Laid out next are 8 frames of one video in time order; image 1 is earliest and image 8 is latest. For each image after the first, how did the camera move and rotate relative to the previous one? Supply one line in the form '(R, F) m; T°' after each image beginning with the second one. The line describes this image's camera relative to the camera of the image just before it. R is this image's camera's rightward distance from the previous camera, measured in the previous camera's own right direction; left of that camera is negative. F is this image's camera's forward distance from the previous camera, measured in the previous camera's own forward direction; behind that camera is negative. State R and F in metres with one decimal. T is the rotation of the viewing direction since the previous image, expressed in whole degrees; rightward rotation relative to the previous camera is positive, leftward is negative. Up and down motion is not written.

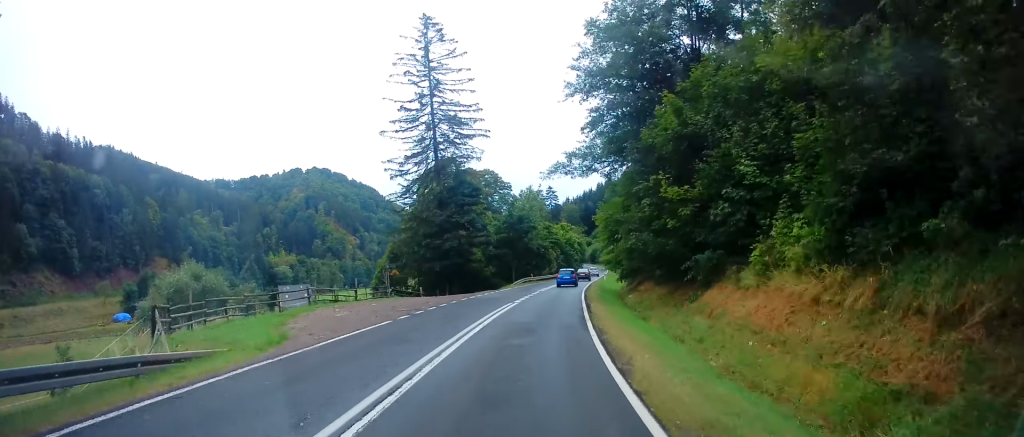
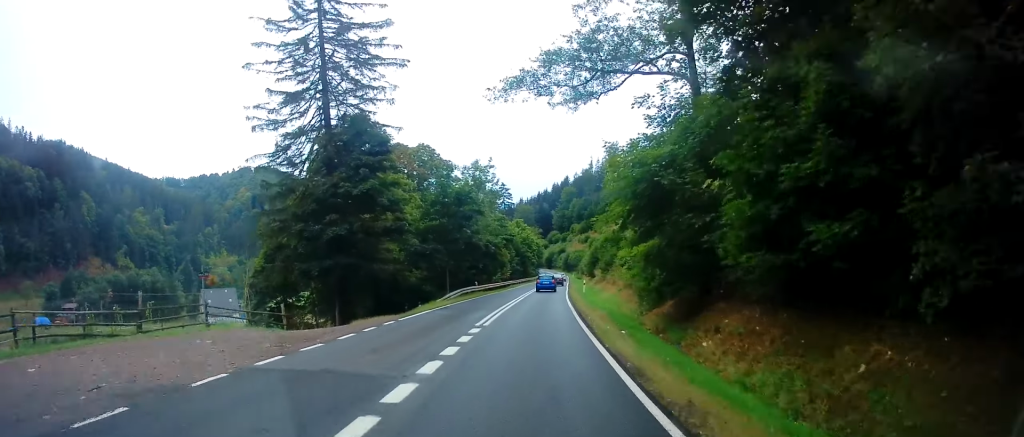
(+0.6, +21.0) m; +4°
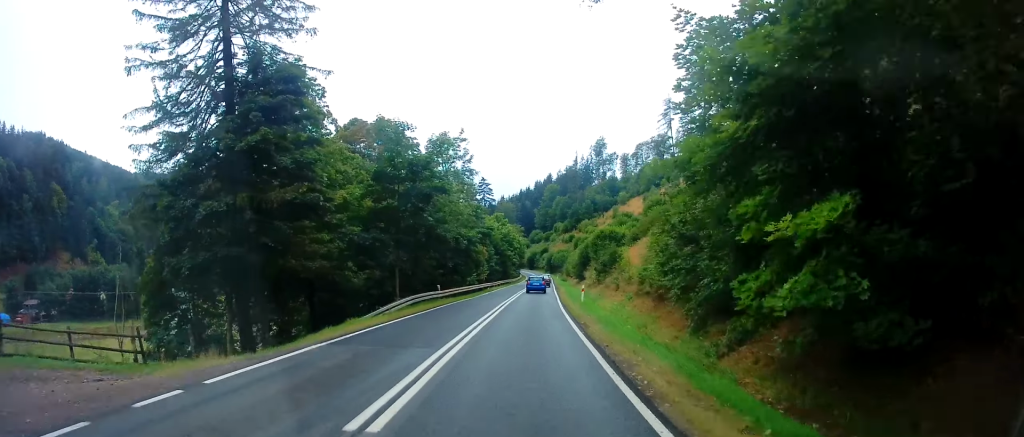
(+0.3, +11.0) m; +3°
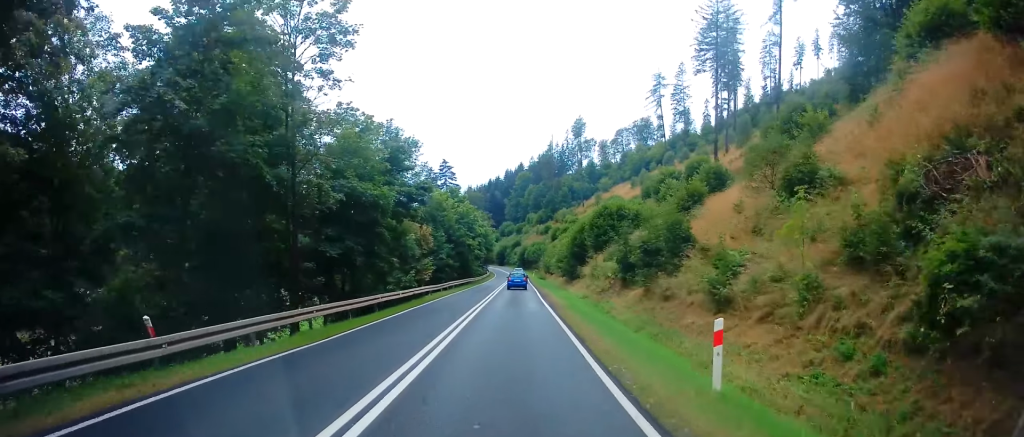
(+0.3, +25.2) m; +2°
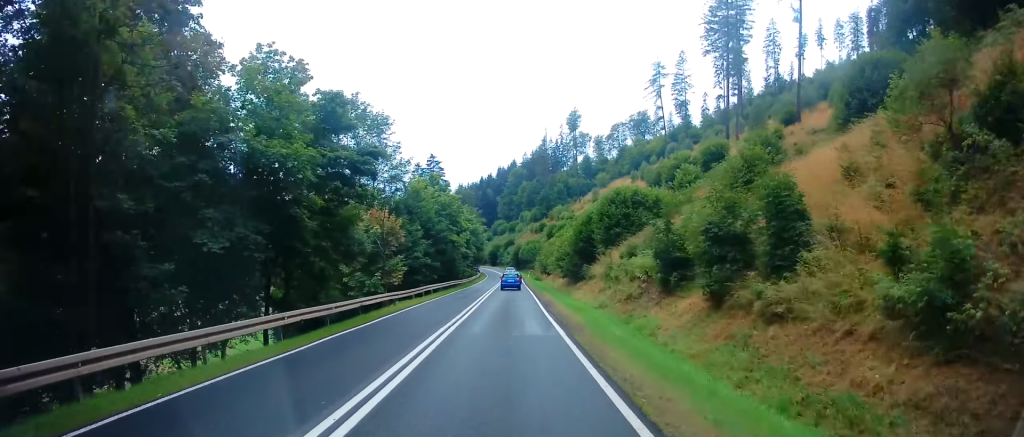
(0.0, +9.5) m; +1°
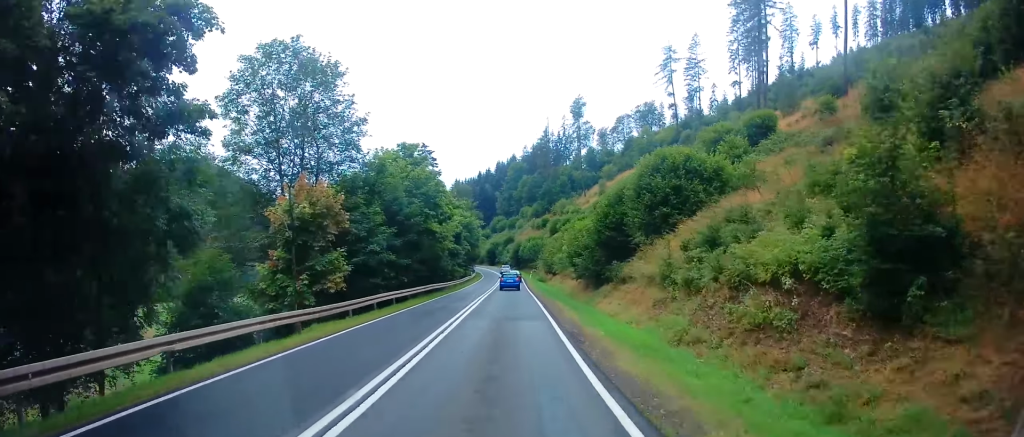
(+0.5, +12.8) m; +1°
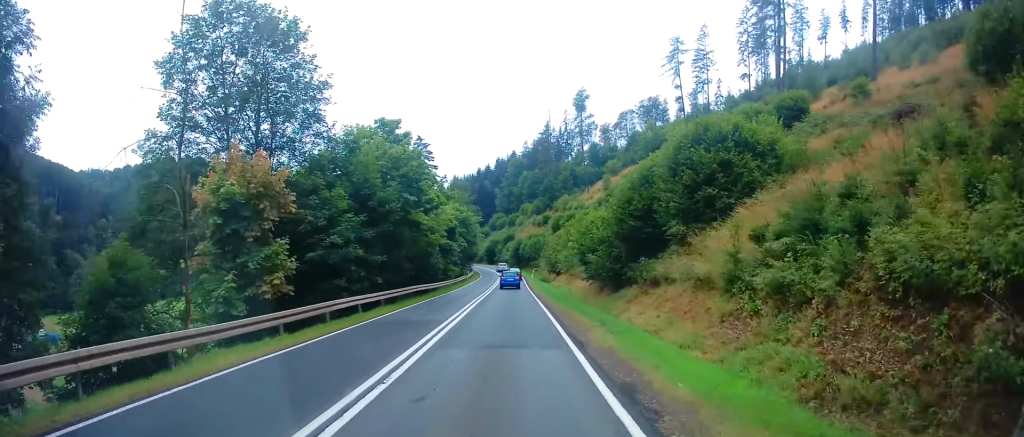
(-0.1, +6.5) m; 0°
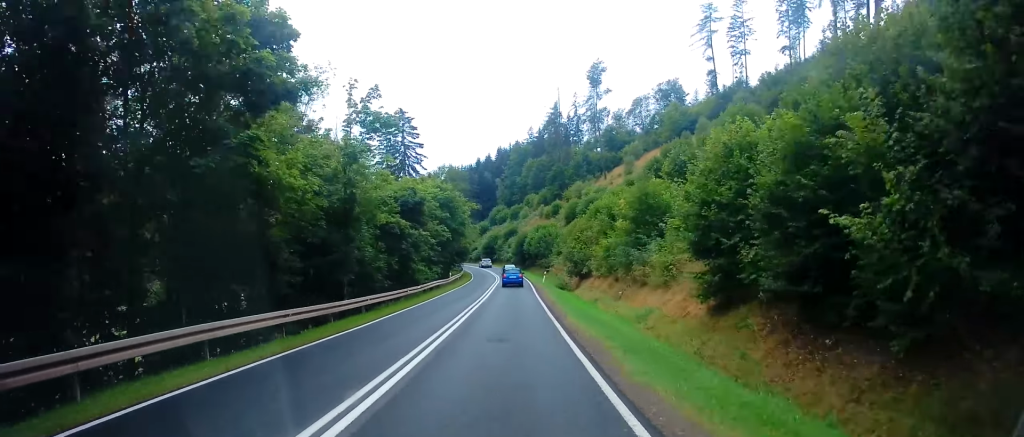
(+0.2, +23.9) m; -1°
